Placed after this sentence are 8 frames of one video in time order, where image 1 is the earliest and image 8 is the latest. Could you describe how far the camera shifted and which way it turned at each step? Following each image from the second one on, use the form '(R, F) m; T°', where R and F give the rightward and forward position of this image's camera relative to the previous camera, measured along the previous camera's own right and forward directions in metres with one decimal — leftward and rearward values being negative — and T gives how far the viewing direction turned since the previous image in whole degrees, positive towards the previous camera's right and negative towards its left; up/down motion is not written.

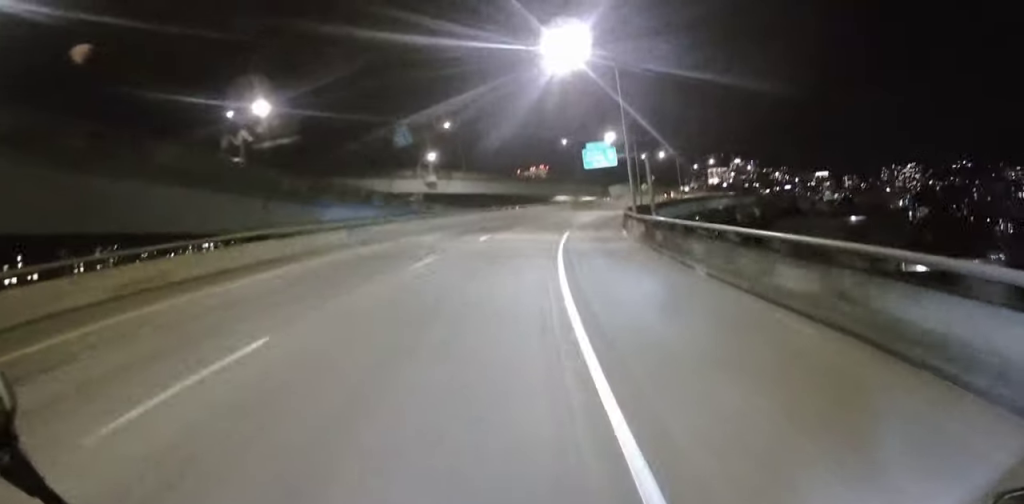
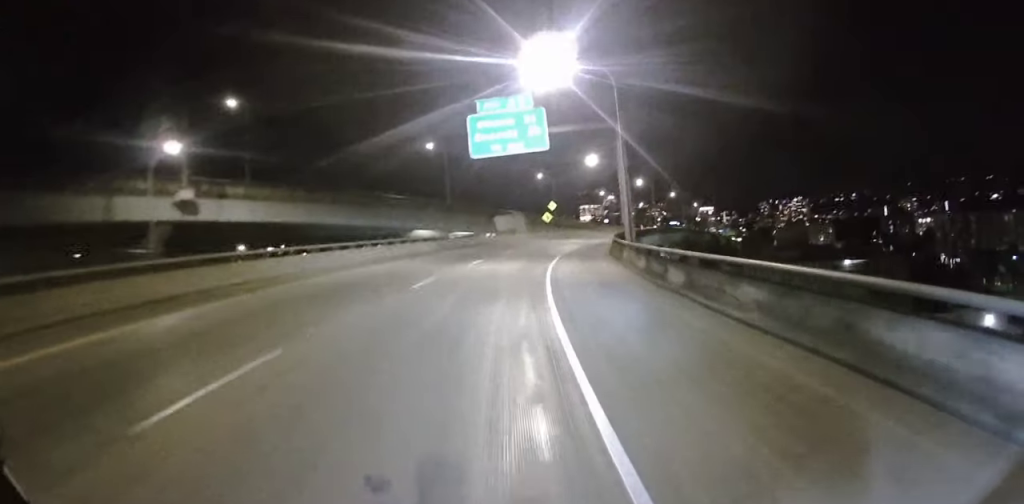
(+4.0, +45.2) m; +11°
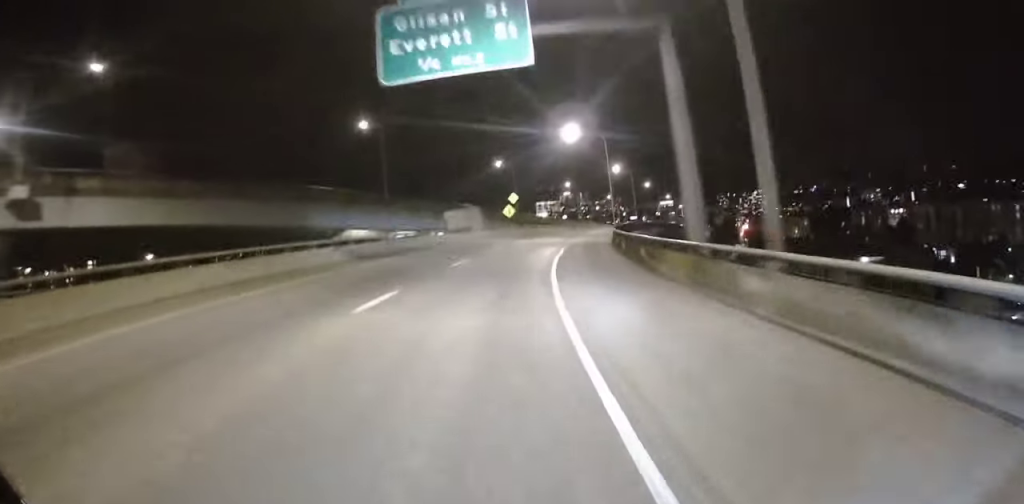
(+0.8, +16.6) m; +4°
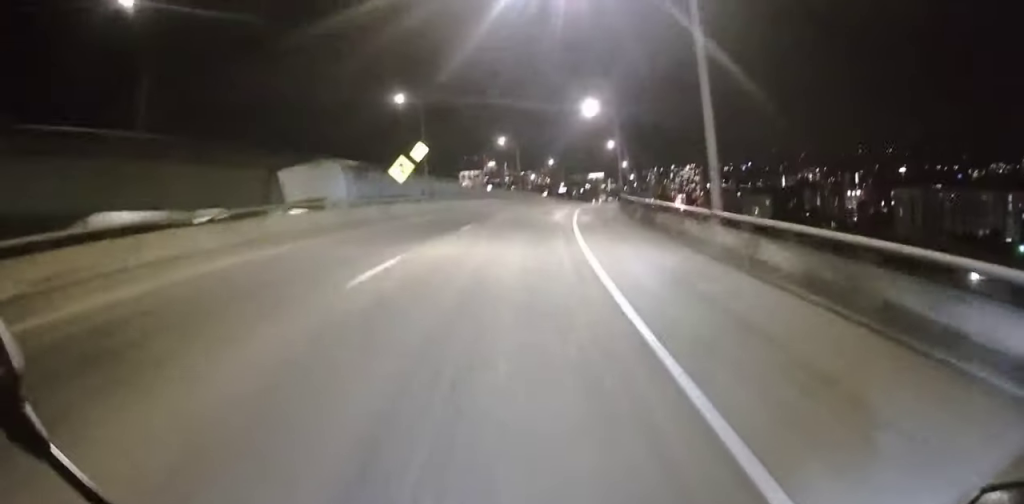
(+1.5, +37.1) m; +8°
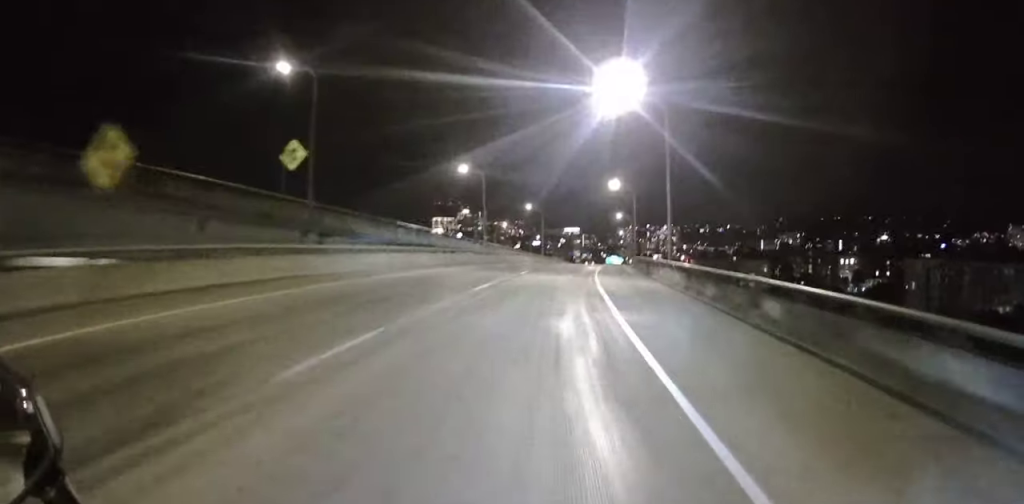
(+2.1, +27.5) m; +8°
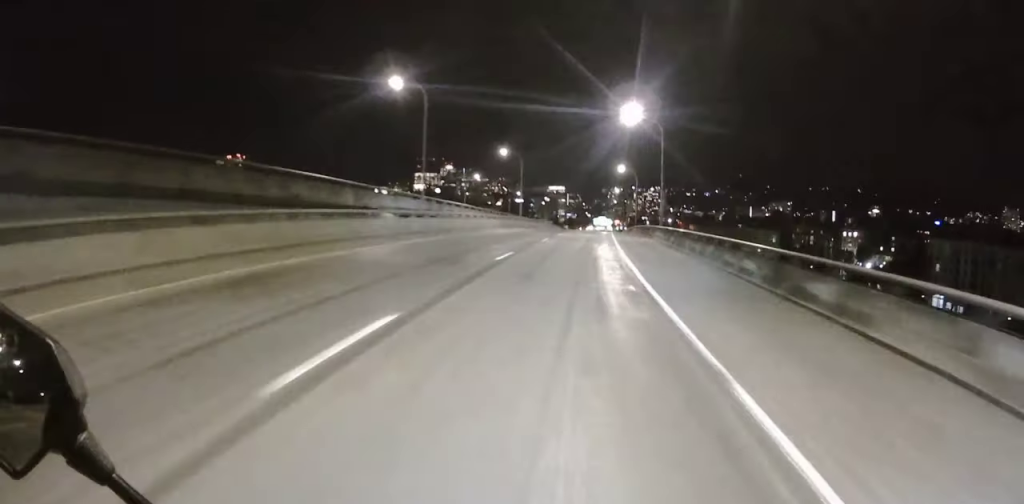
(+1.2, +25.9) m; +5°
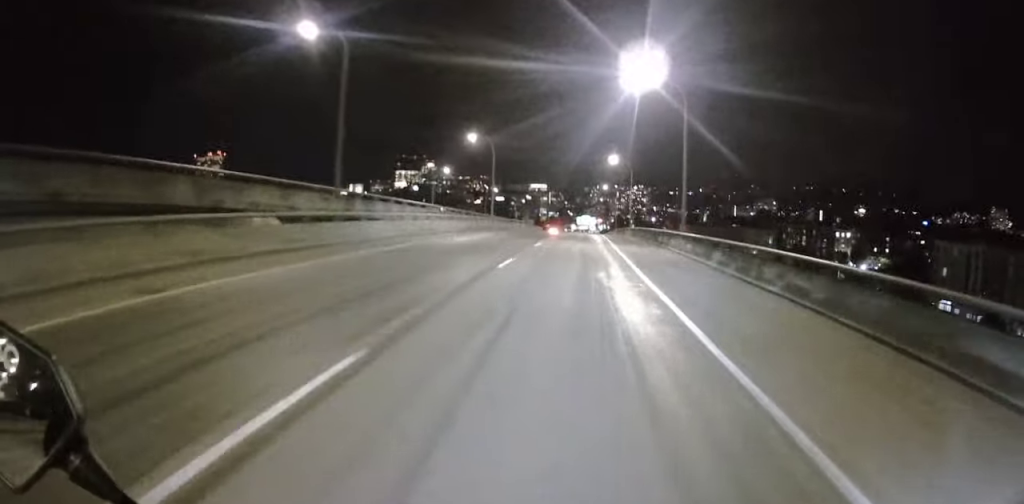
(+0.4, +14.1) m; +2°
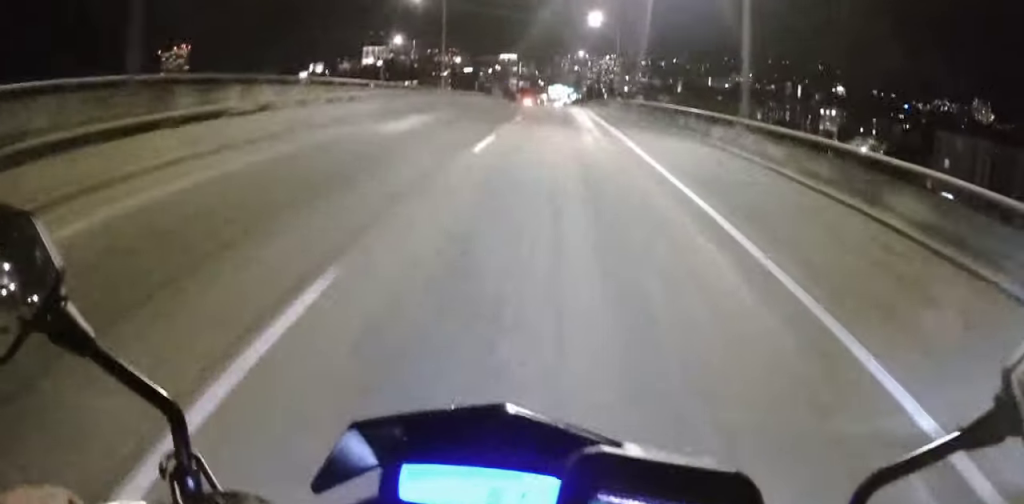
(+0.2, +14.1) m; +2°
